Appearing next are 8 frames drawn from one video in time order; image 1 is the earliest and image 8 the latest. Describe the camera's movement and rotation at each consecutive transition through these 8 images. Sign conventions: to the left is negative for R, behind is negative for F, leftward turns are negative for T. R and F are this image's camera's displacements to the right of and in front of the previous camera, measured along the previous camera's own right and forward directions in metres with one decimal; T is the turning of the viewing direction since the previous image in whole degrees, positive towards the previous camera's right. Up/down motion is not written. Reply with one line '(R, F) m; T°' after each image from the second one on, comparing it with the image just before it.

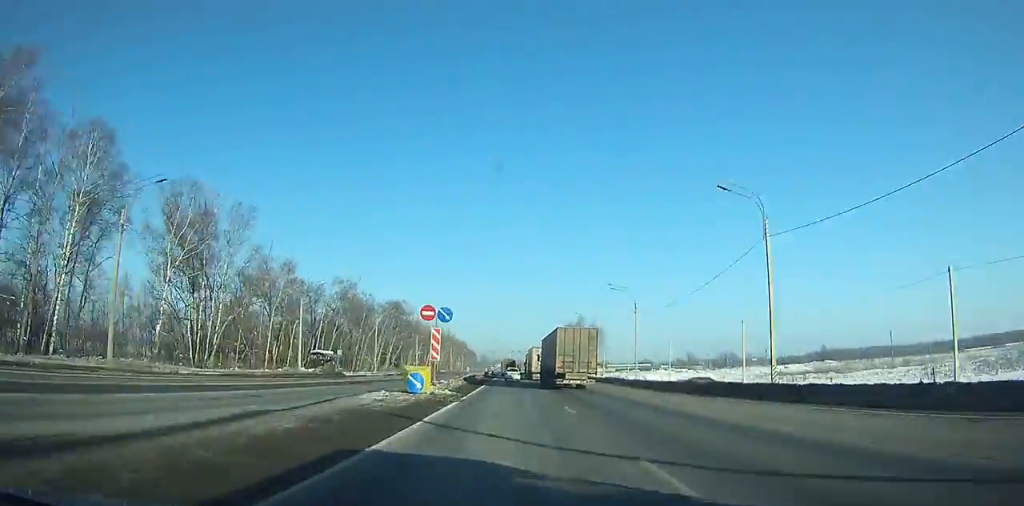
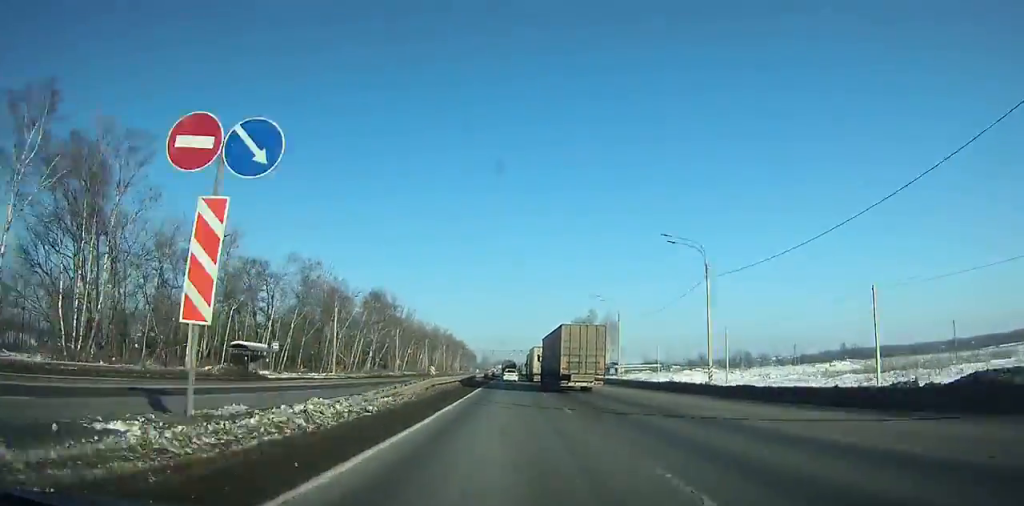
(+0.2, +25.6) m; 0°
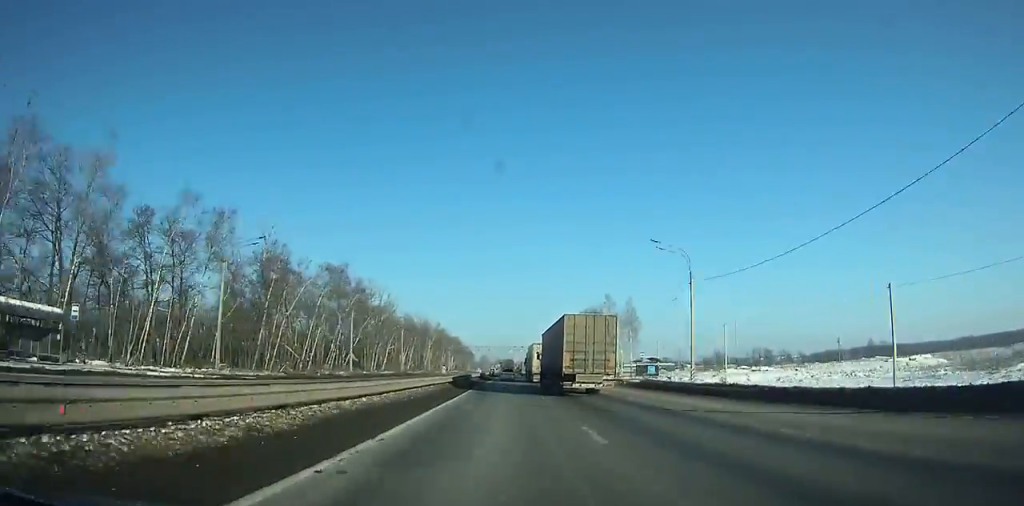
(-1.0, +32.1) m; -1°
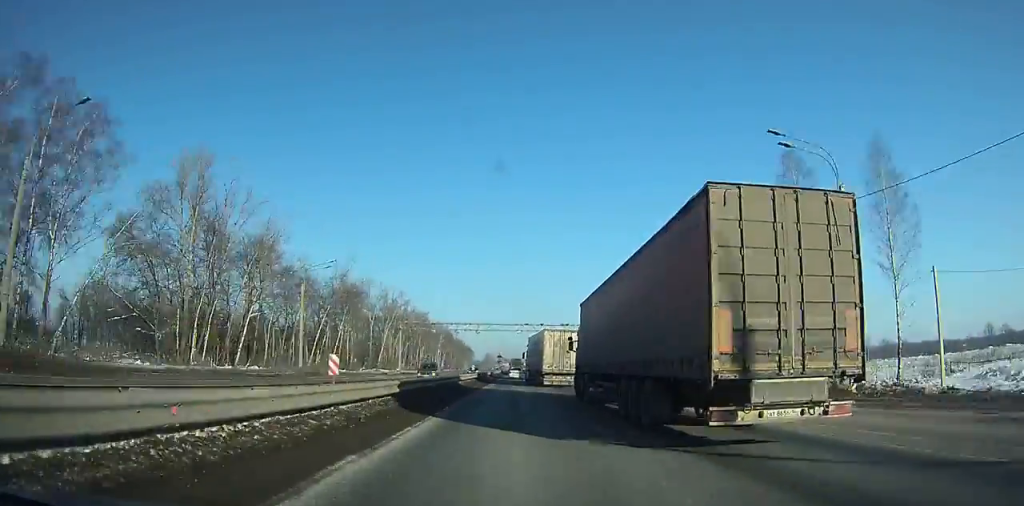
(-1.1, +97.0) m; -1°
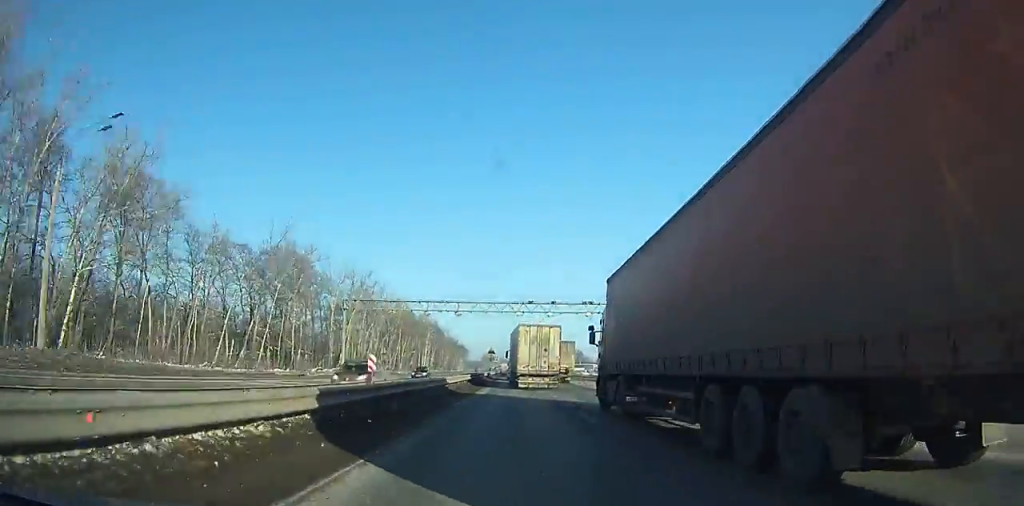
(0.0, +34.3) m; 0°
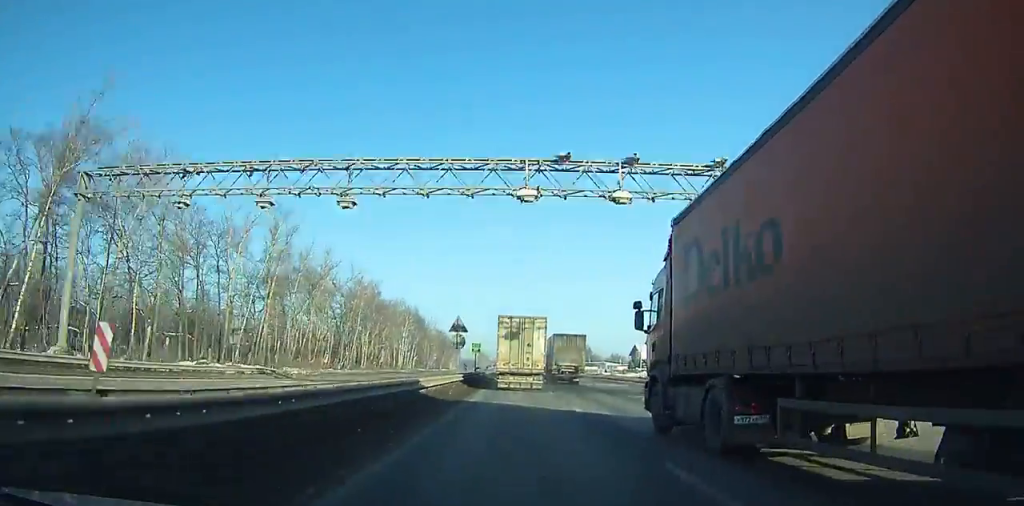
(+0.1, +46.3) m; 0°
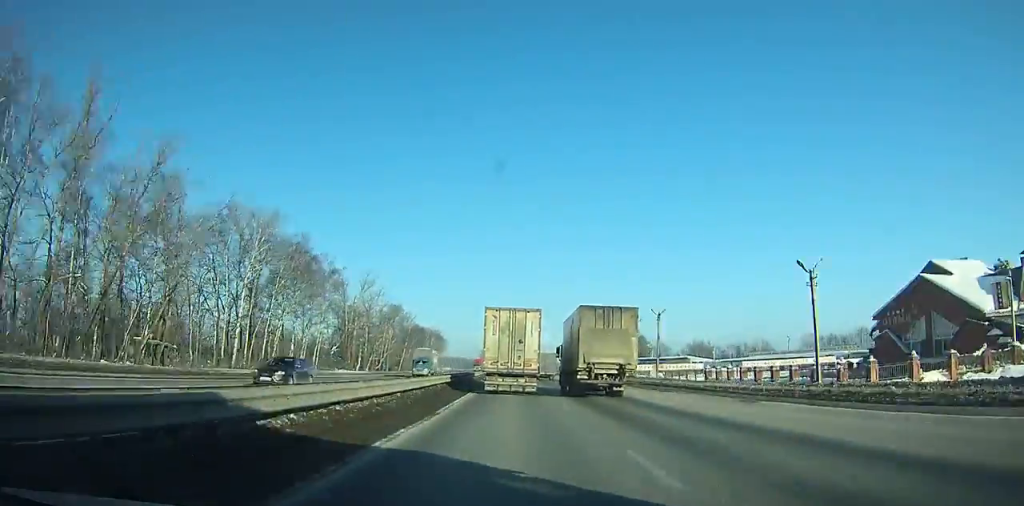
(-0.9, +117.3) m; -1°
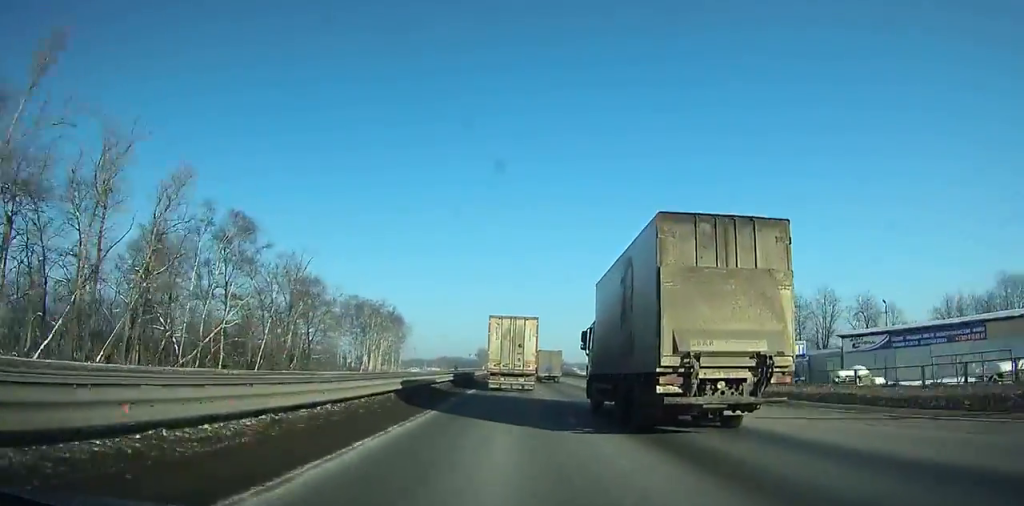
(-0.2, +104.1) m; 0°
